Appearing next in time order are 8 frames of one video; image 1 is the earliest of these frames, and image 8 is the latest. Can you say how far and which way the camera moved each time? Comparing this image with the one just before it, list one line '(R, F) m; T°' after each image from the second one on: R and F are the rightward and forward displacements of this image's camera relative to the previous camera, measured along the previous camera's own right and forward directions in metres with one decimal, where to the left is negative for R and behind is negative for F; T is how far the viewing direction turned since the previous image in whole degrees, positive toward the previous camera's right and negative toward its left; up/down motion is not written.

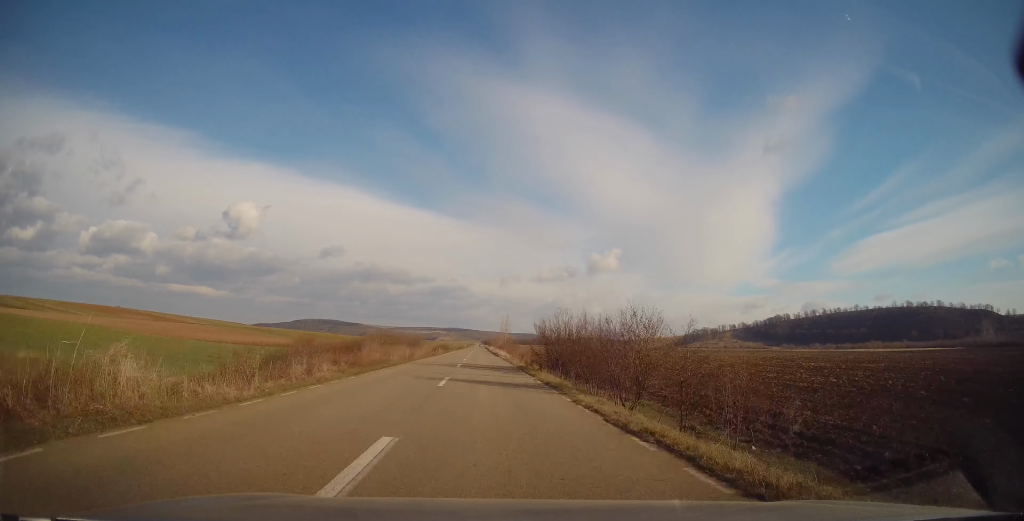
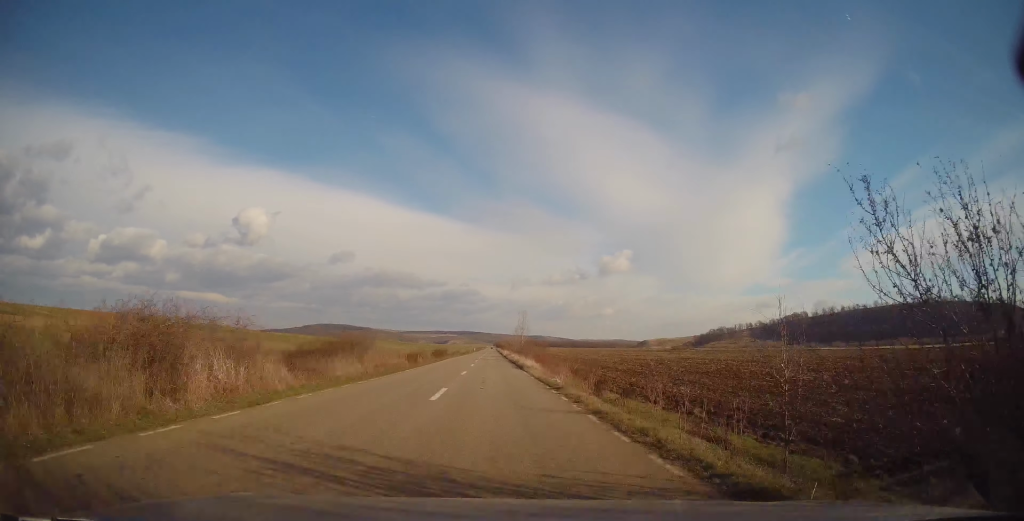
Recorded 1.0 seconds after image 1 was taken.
(-1.0, +27.1) m; -1°
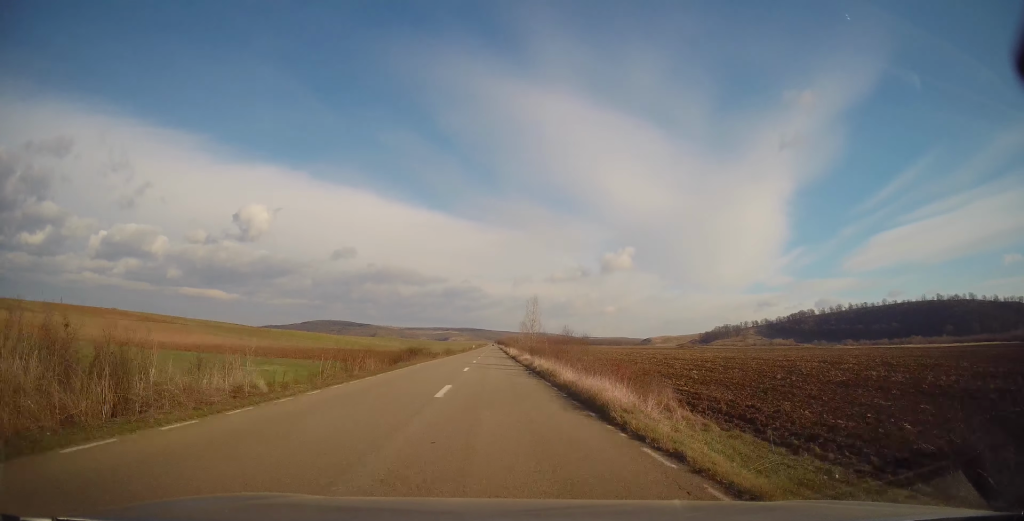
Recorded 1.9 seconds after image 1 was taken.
(+0.4, +23.5) m; +1°
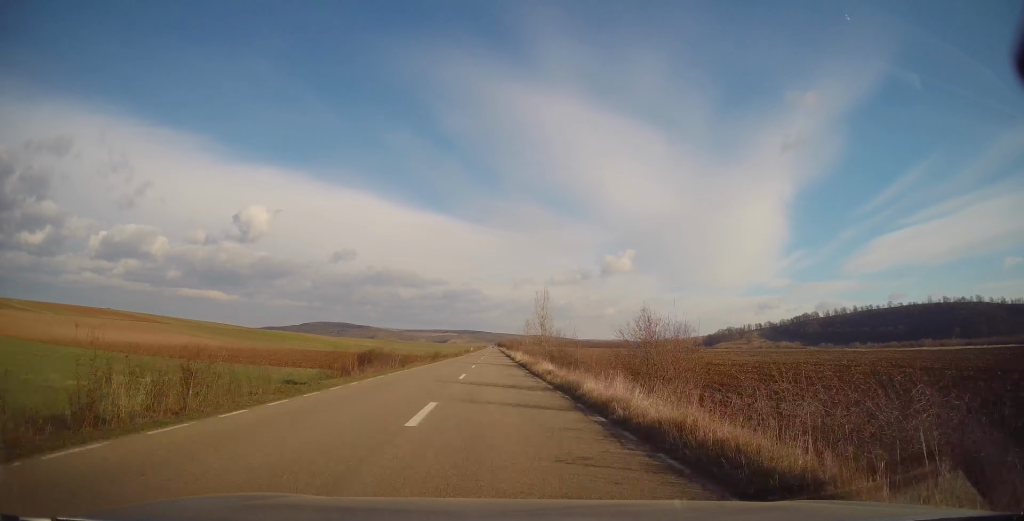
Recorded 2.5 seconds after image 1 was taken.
(+0.1, +16.5) m; 0°
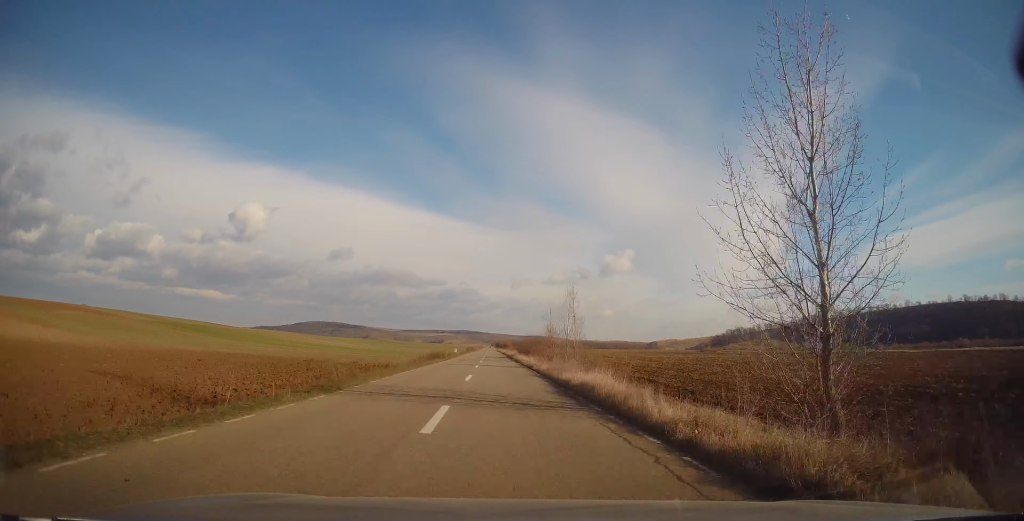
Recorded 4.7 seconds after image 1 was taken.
(-0.7, +59.8) m; -1°
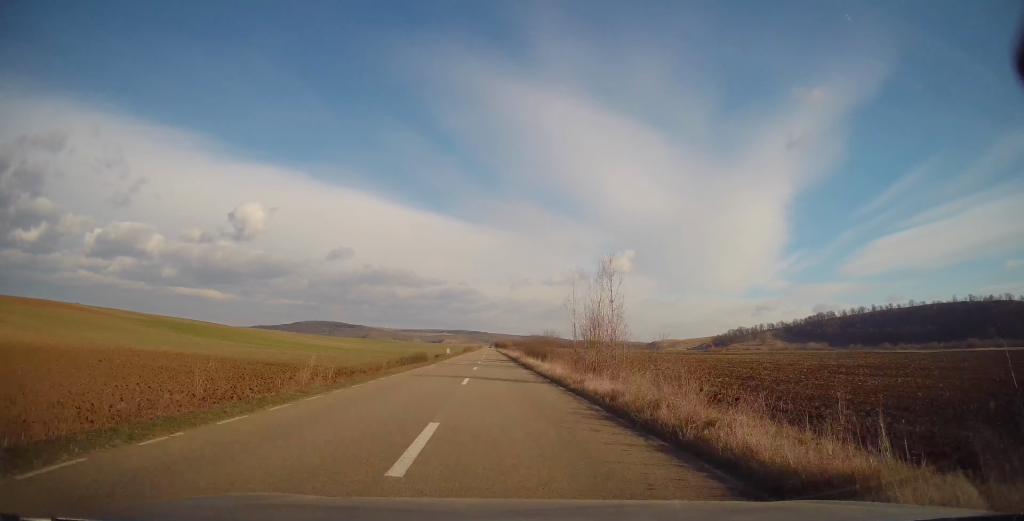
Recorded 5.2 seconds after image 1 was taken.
(-0.1, +13.5) m; 0°
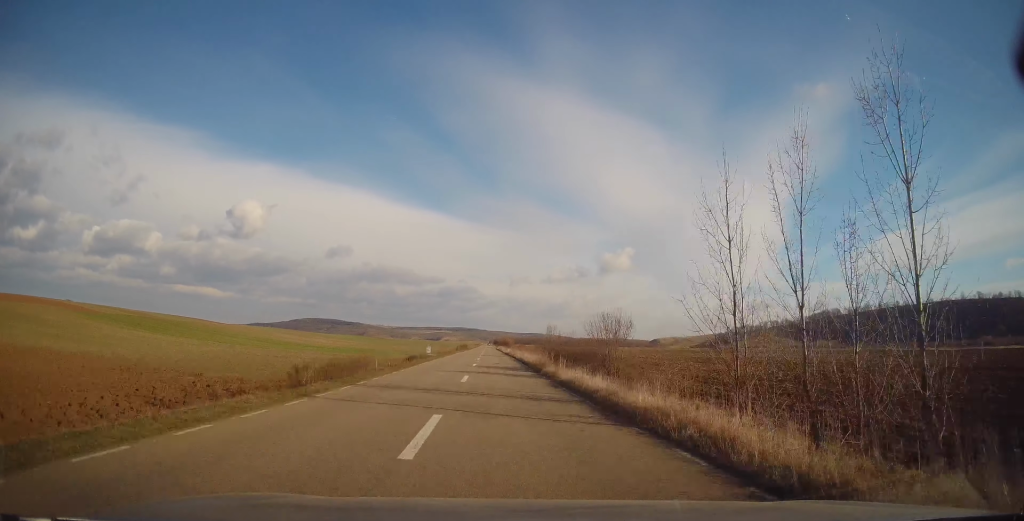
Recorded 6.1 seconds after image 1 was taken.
(+0.4, +23.6) m; +1°
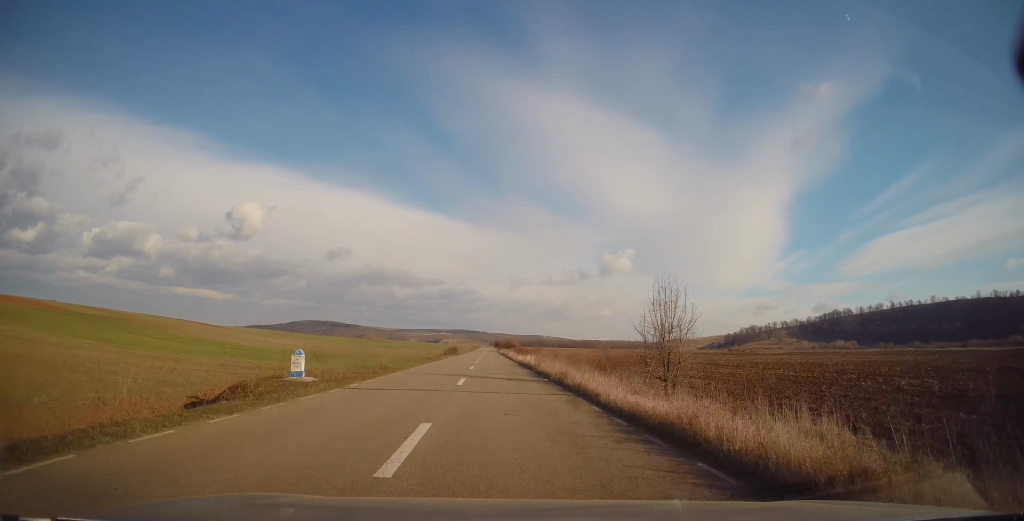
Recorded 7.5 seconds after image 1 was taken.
(0.0, +36.5) m; 0°
